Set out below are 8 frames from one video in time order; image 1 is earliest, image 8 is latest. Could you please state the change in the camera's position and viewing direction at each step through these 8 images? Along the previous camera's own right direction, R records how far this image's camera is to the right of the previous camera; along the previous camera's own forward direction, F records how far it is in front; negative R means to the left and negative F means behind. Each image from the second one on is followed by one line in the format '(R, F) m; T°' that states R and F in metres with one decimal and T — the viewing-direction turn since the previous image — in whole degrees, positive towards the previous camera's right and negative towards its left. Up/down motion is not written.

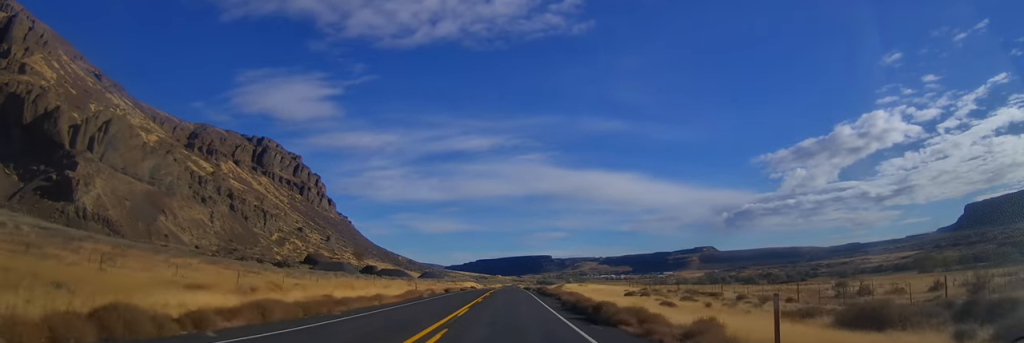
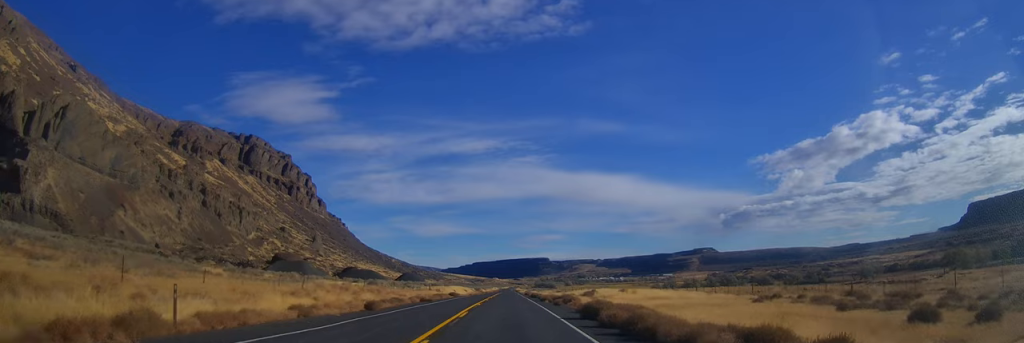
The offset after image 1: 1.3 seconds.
(+0.6, +36.7) m; +1°
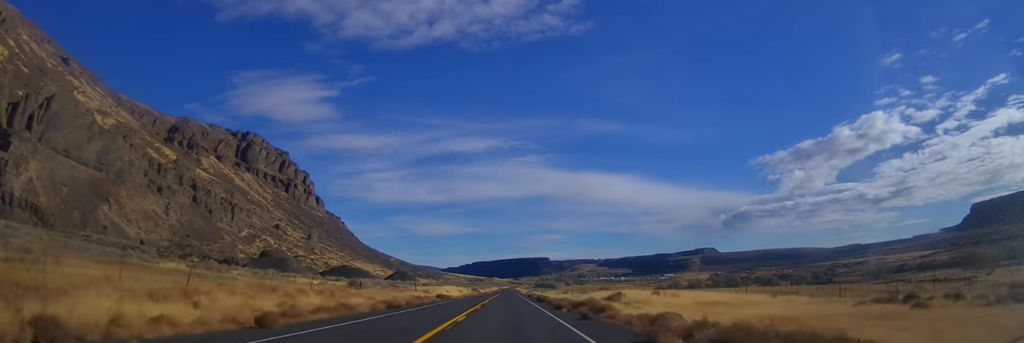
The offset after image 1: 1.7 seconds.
(-0.1, +13.5) m; 0°
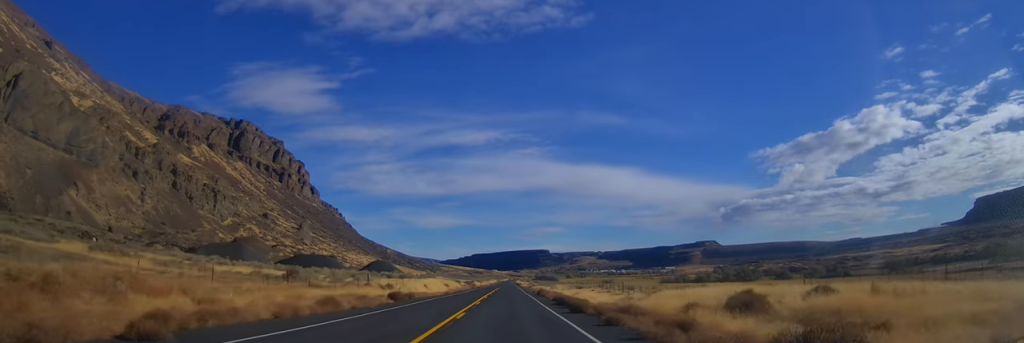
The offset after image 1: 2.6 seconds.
(-0.2, +25.0) m; 0°
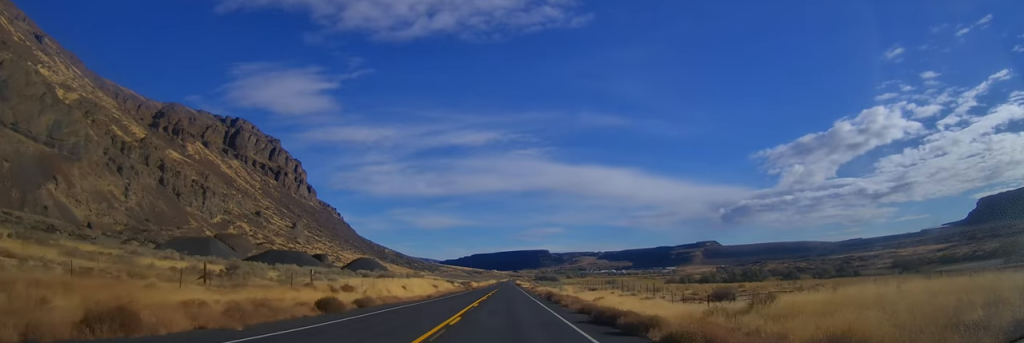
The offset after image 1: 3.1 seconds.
(0.0, +14.5) m; 0°
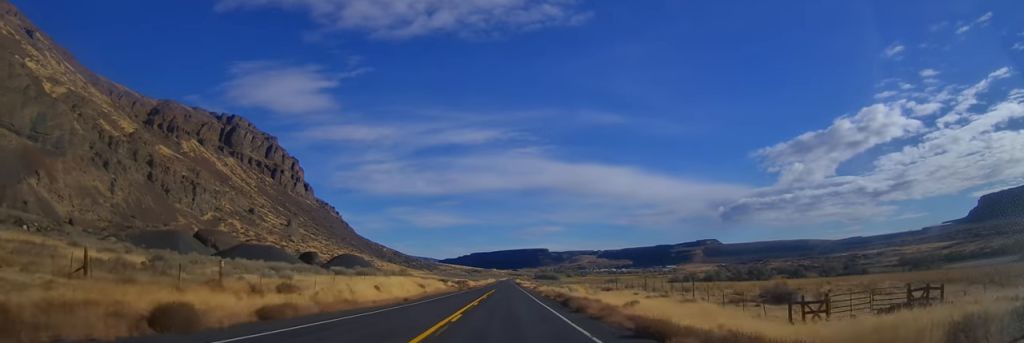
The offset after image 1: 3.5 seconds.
(0.0, +11.6) m; 0°
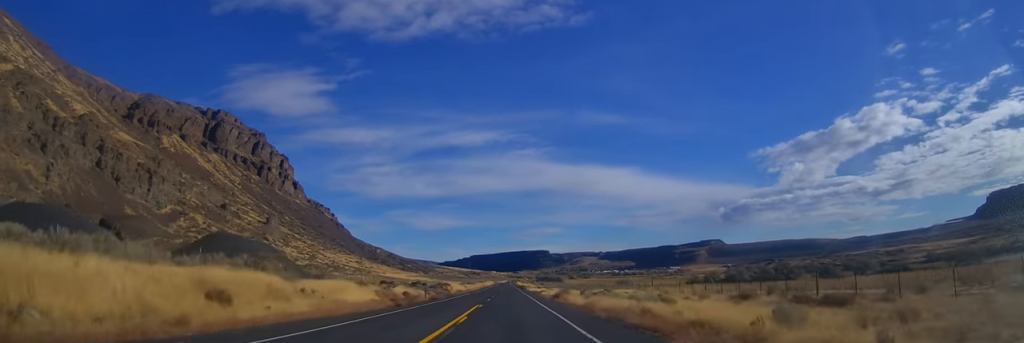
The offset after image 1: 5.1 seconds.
(+0.3, +47.6) m; 0°
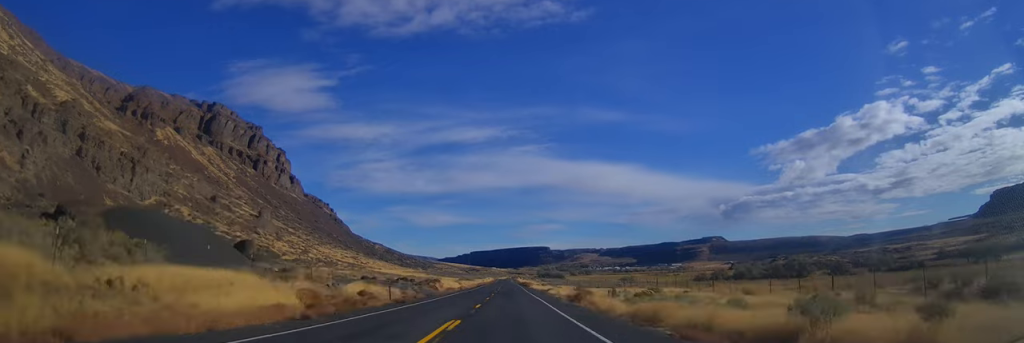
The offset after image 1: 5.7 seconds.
(0.0, +16.6) m; 0°
